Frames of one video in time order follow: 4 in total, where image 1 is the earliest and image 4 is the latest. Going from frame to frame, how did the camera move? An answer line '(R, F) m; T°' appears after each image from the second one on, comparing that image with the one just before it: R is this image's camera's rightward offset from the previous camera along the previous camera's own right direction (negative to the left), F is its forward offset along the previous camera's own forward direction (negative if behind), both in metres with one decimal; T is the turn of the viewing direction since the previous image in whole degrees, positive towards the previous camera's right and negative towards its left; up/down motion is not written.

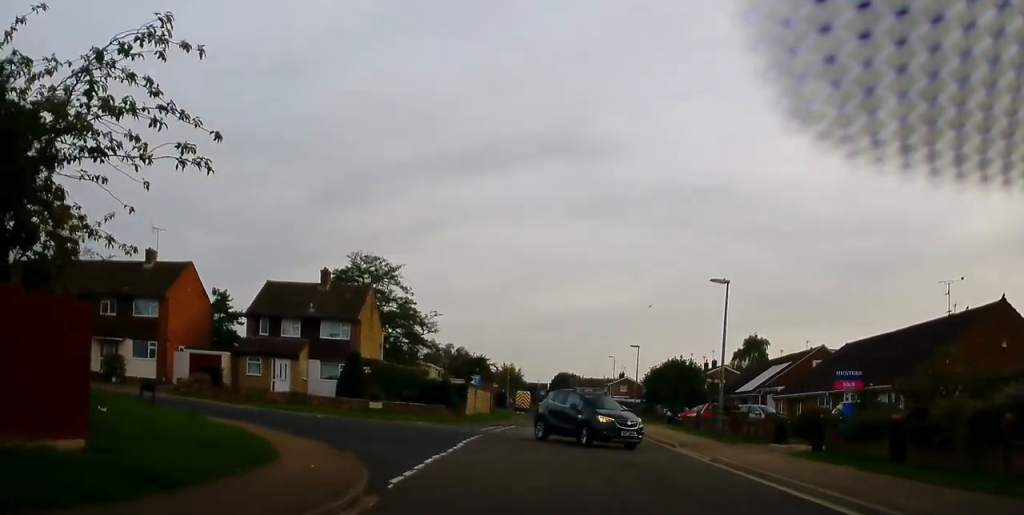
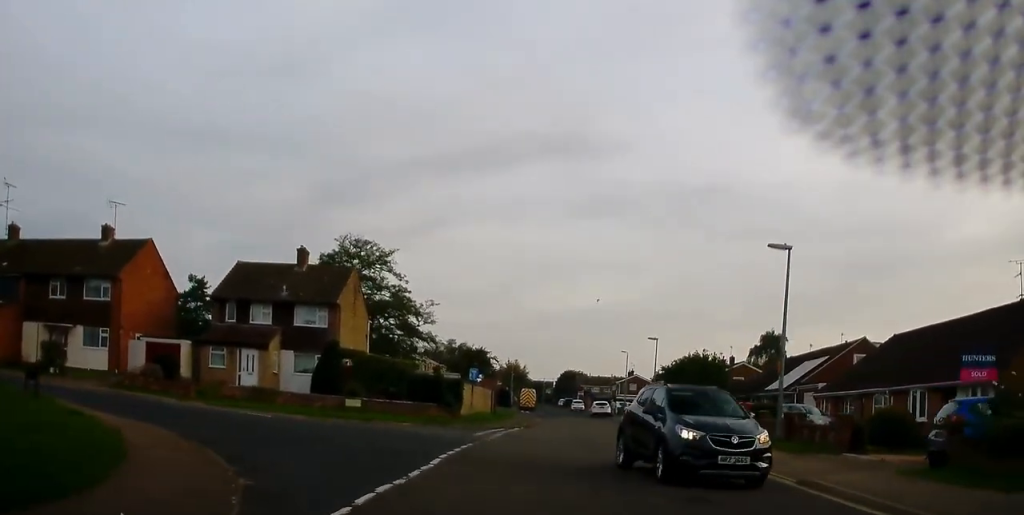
(+0.1, +6.2) m; -2°
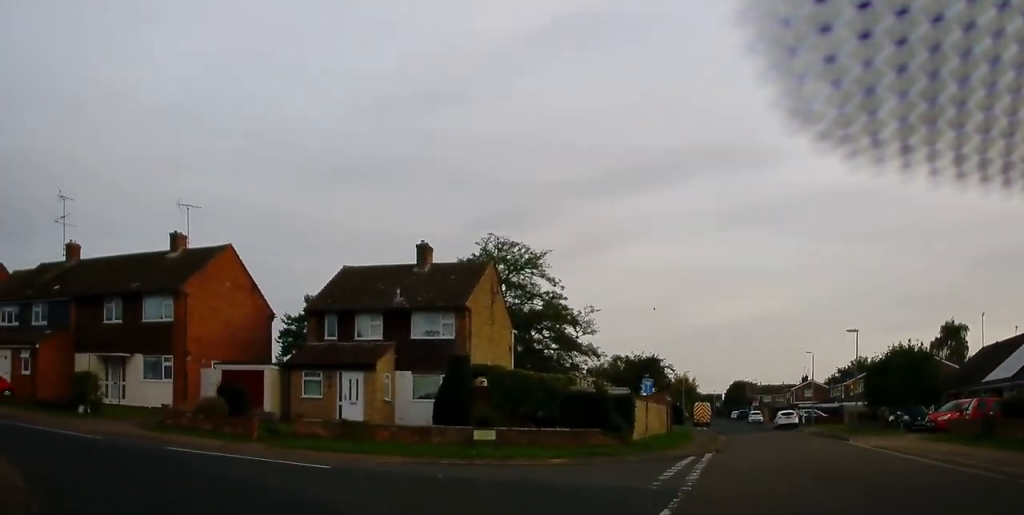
(-1.1, +9.0) m; -18°
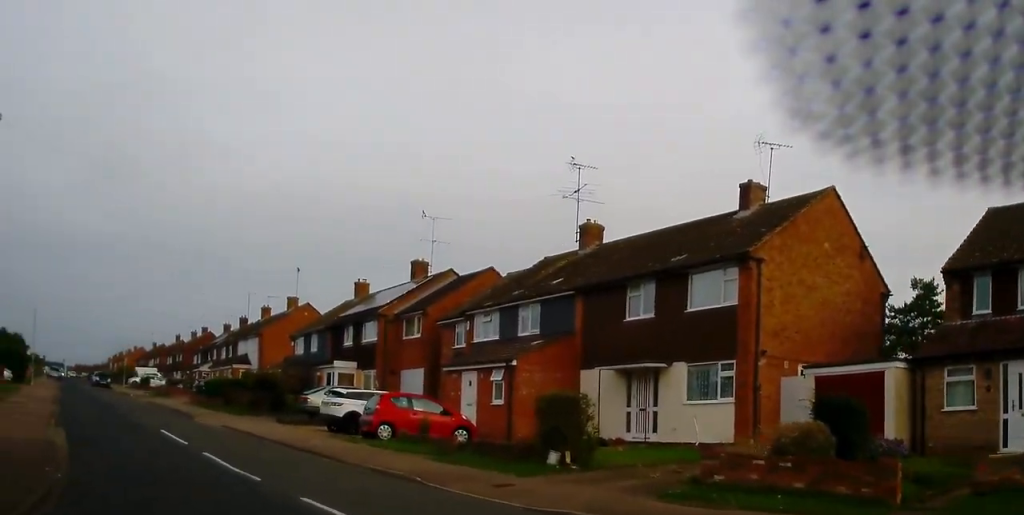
(-4.1, +11.1) m; -44°
